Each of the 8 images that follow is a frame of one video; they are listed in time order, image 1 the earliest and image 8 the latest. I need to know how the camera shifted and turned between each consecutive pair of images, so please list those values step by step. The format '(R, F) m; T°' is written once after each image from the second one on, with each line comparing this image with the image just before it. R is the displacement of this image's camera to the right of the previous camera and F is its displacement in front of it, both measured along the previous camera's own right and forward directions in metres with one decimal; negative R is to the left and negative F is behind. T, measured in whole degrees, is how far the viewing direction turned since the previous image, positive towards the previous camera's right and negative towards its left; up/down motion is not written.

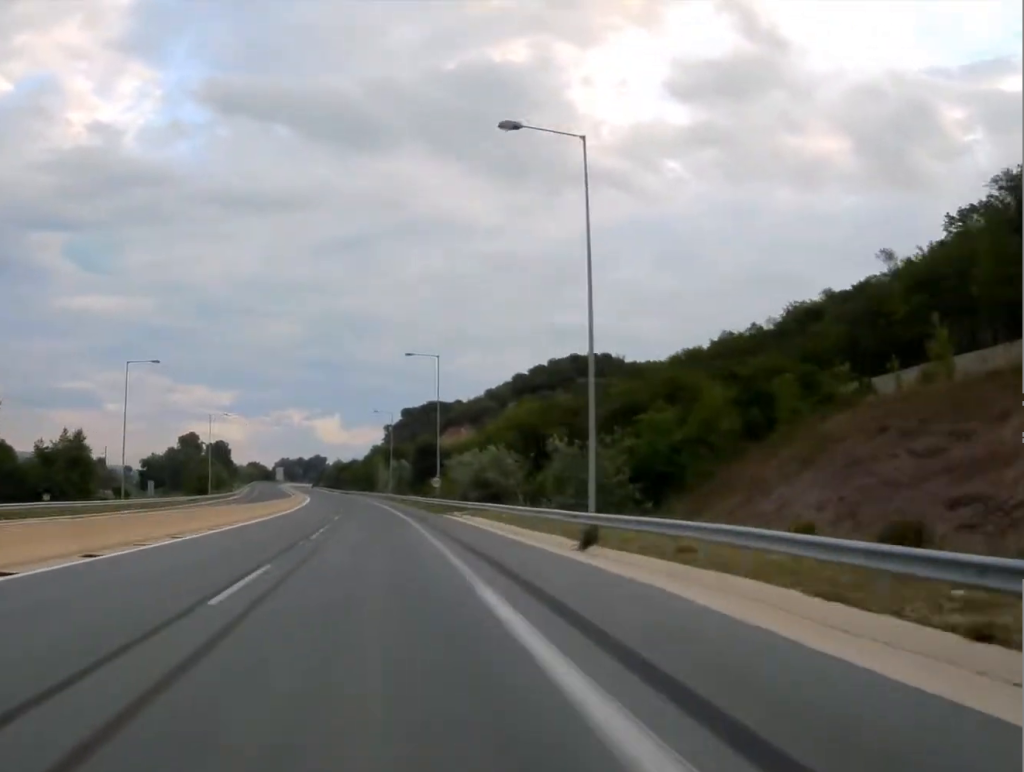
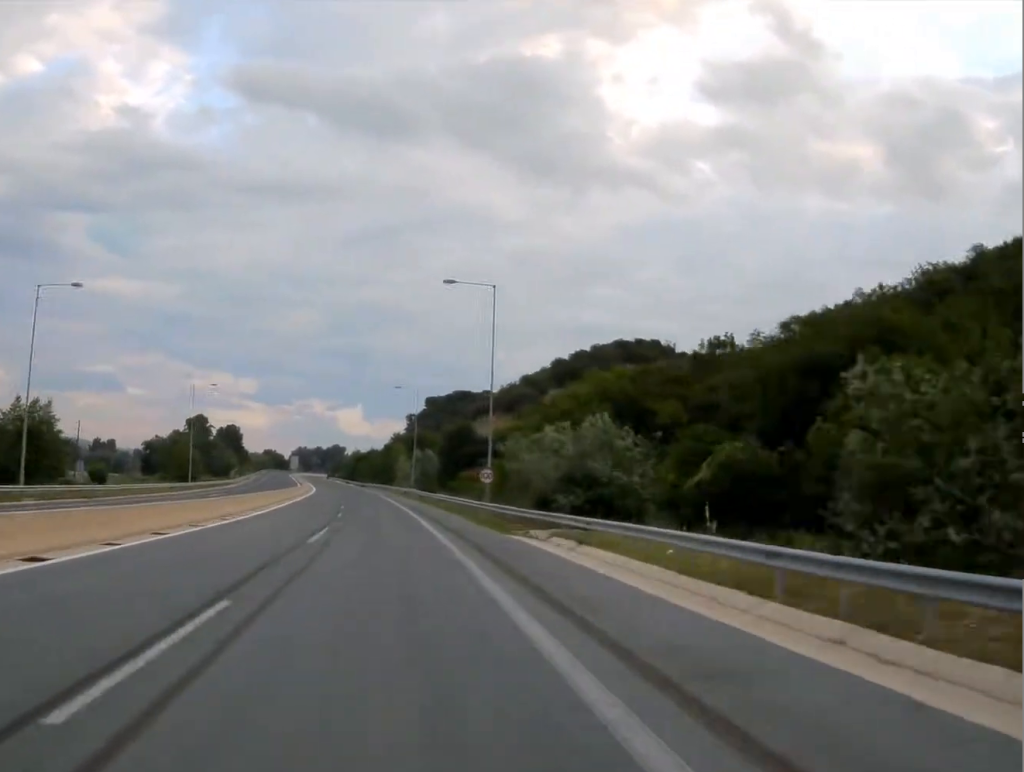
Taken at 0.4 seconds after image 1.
(-0.2, +25.2) m; -1°
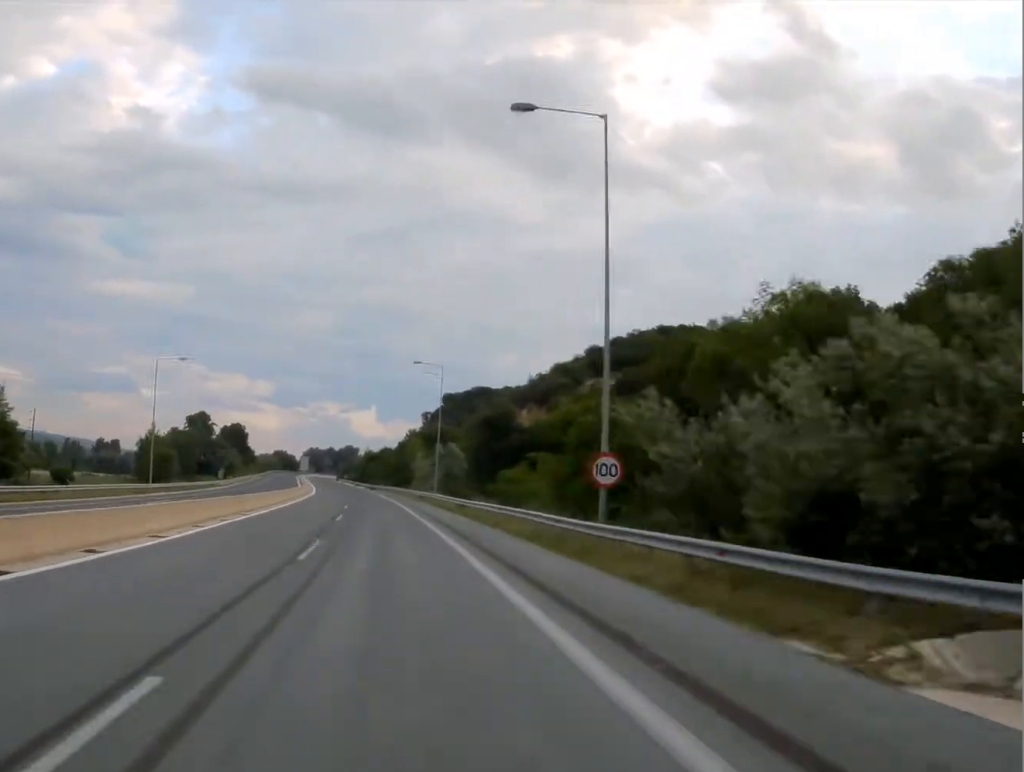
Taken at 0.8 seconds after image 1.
(+0.1, +23.3) m; -1°
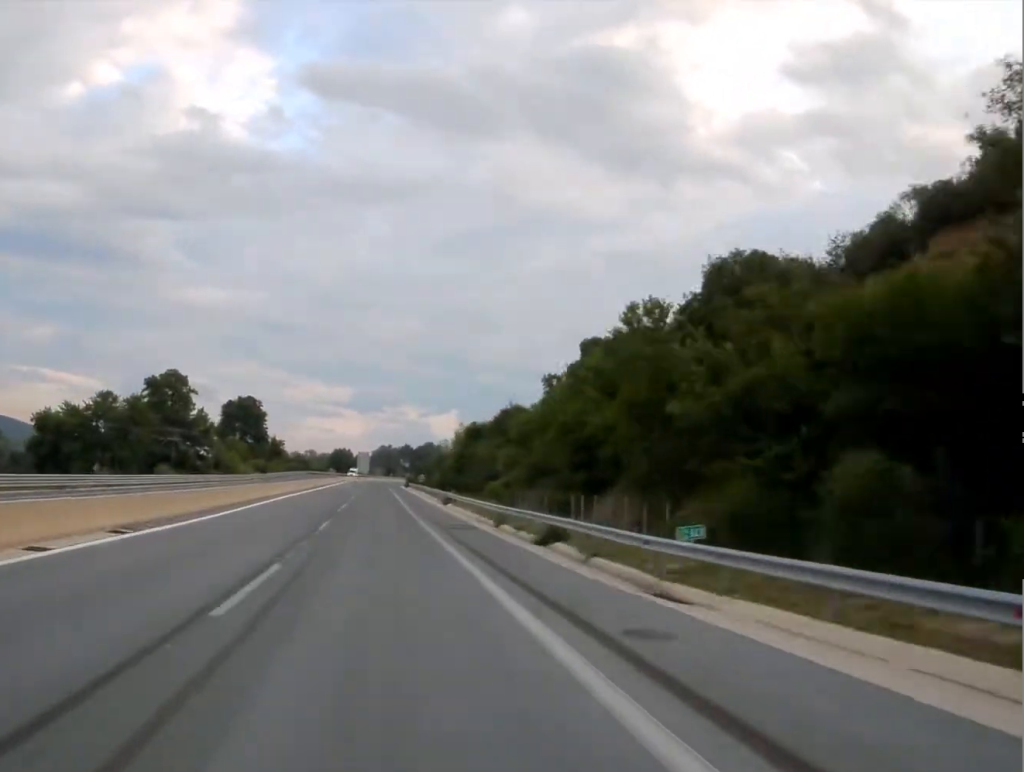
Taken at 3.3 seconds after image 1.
(-6.6, +138.2) m; -5°
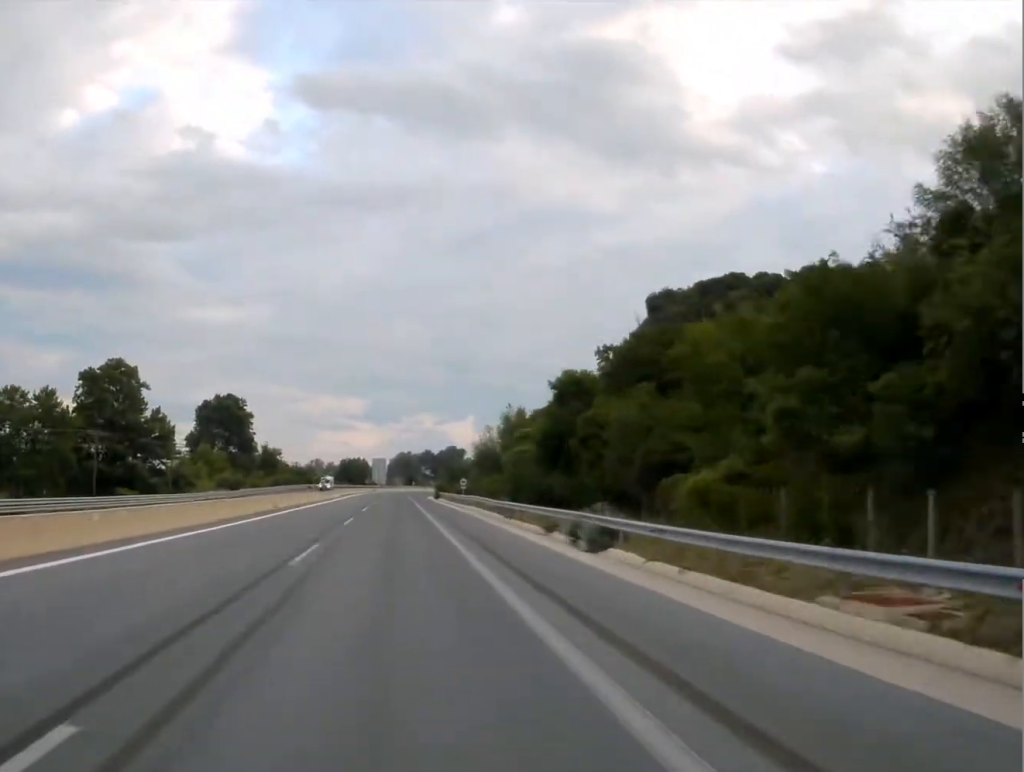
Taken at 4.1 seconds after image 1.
(-0.6, +45.8) m; -1°
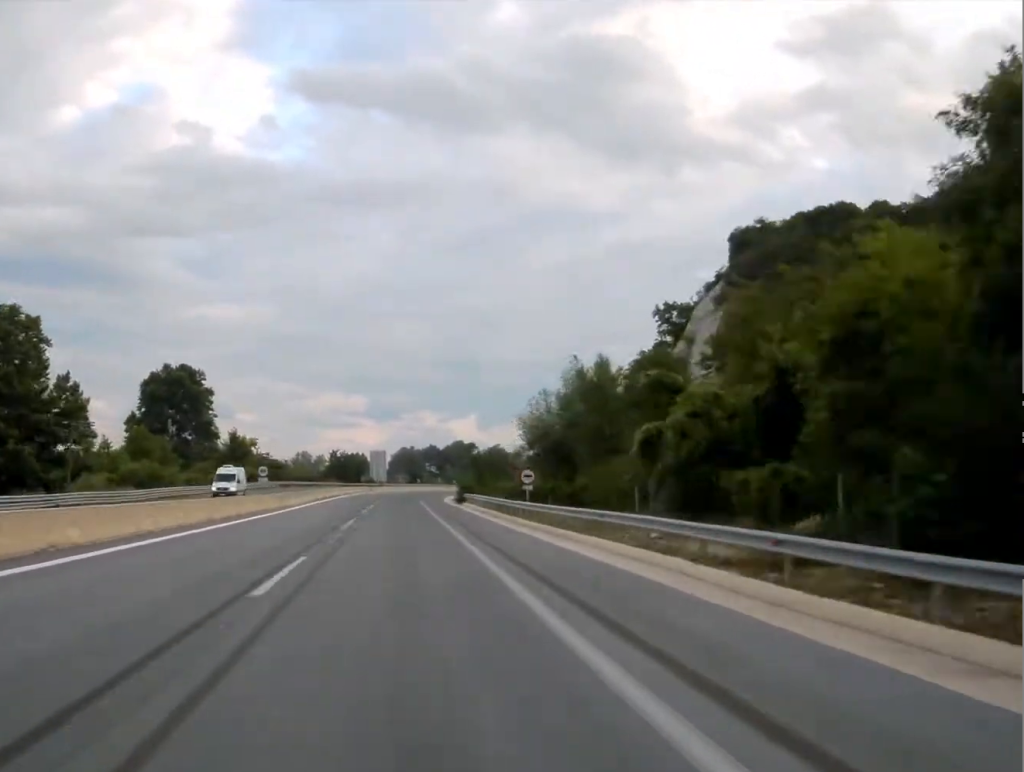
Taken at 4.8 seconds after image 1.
(-0.2, +40.9) m; 0°
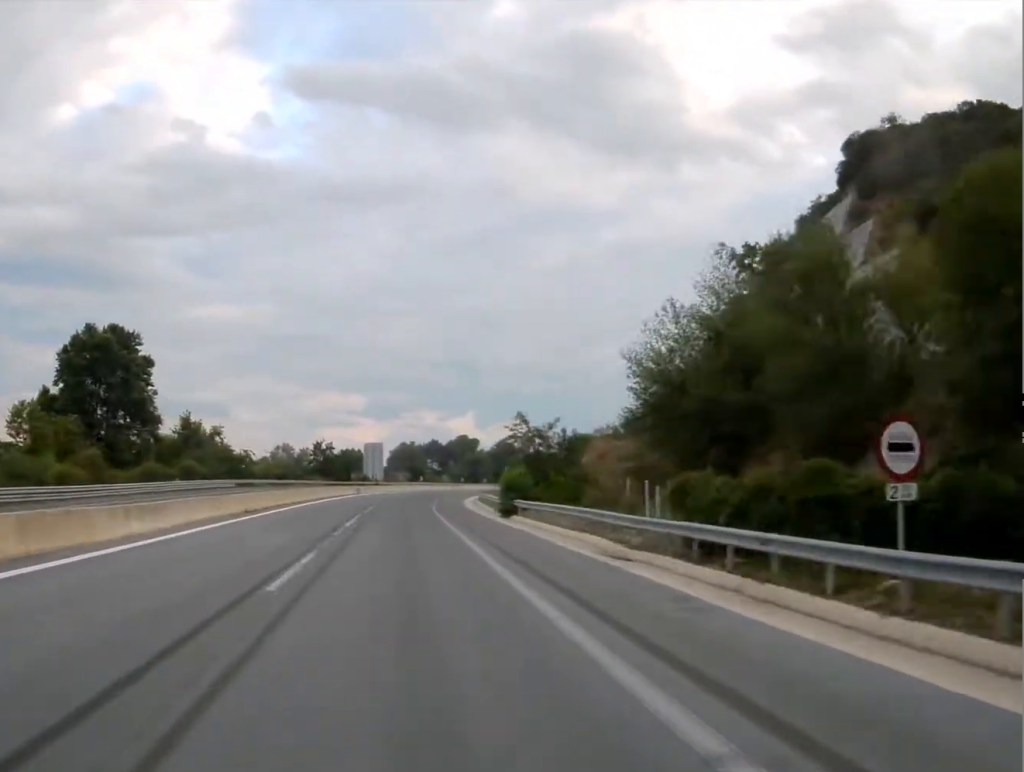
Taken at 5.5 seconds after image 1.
(+0.2, +36.8) m; +1°
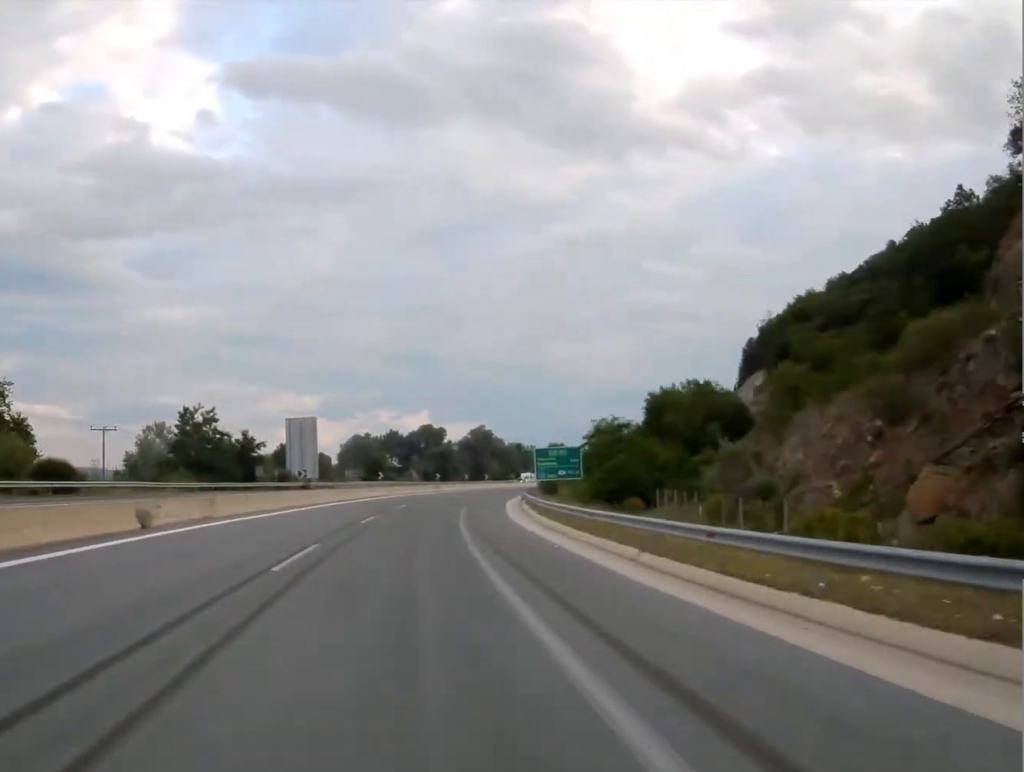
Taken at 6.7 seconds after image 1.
(+1.2, +71.3) m; +4°
